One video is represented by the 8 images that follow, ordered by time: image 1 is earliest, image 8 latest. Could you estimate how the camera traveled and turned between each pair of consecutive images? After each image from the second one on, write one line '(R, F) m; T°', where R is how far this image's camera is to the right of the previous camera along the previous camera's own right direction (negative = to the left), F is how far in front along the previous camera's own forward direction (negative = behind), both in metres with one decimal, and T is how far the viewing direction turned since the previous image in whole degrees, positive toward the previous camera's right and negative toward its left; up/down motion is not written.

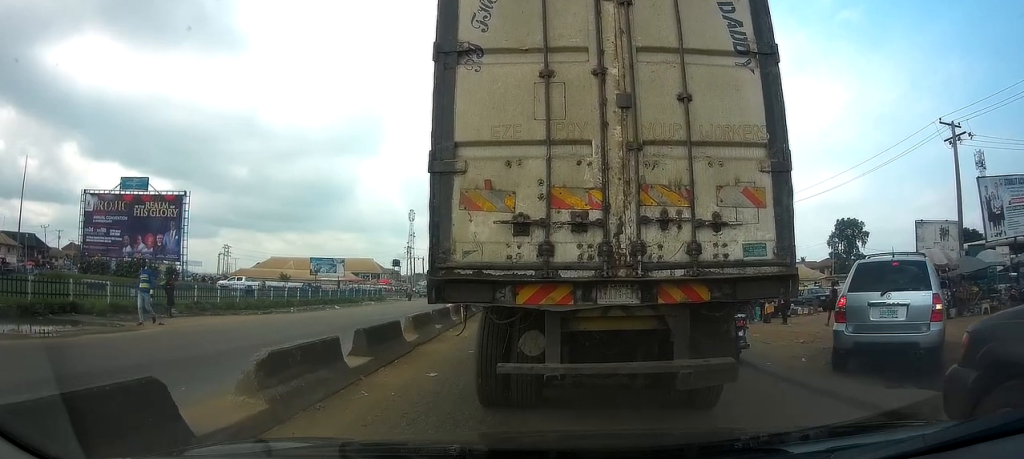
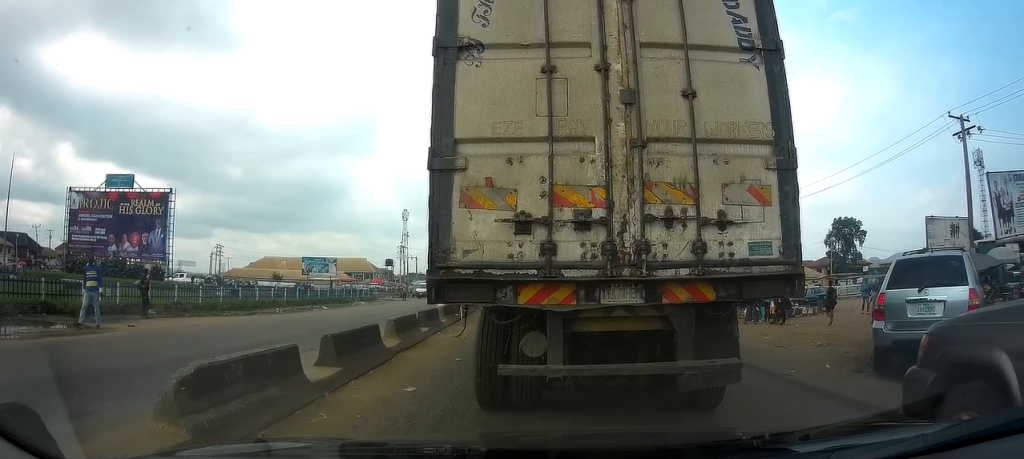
(0.0, +1.2) m; 0°
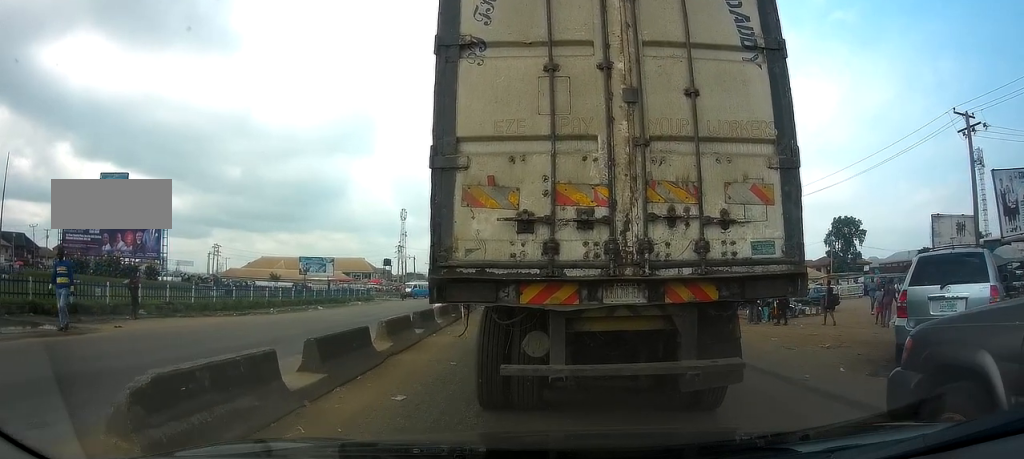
(0.0, +0.6) m; 0°
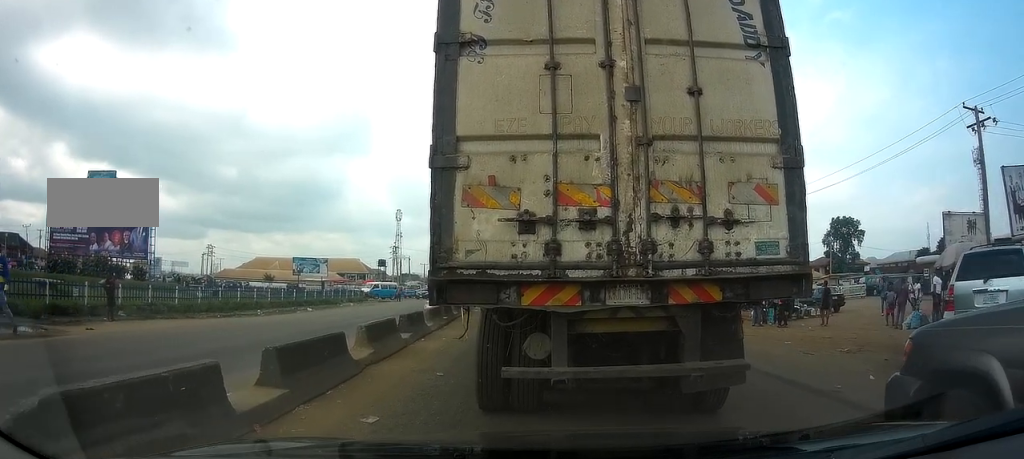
(+0.1, +1.1) m; 0°
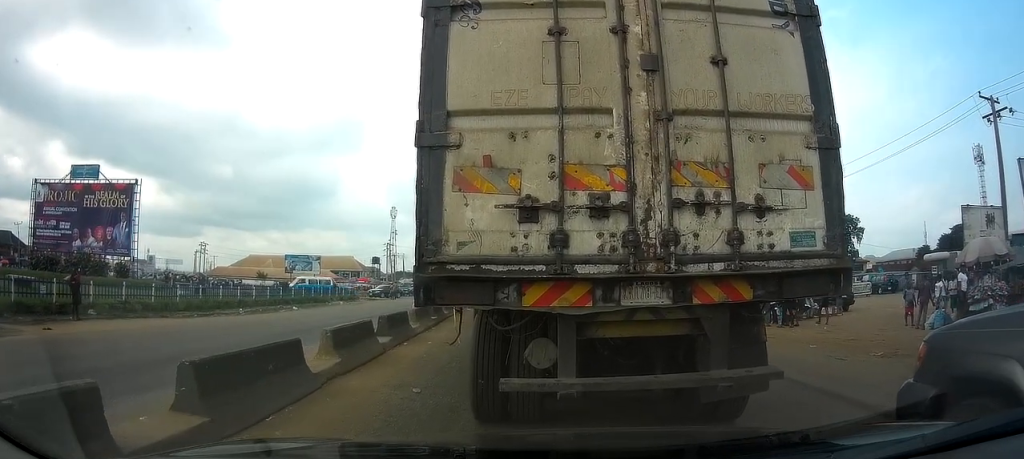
(+0.1, +1.4) m; 0°
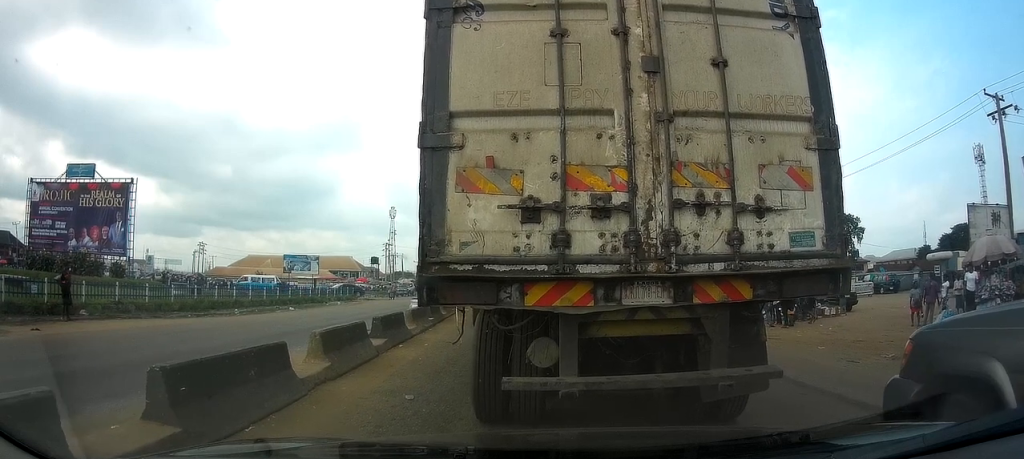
(+0.1, +0.6) m; 0°
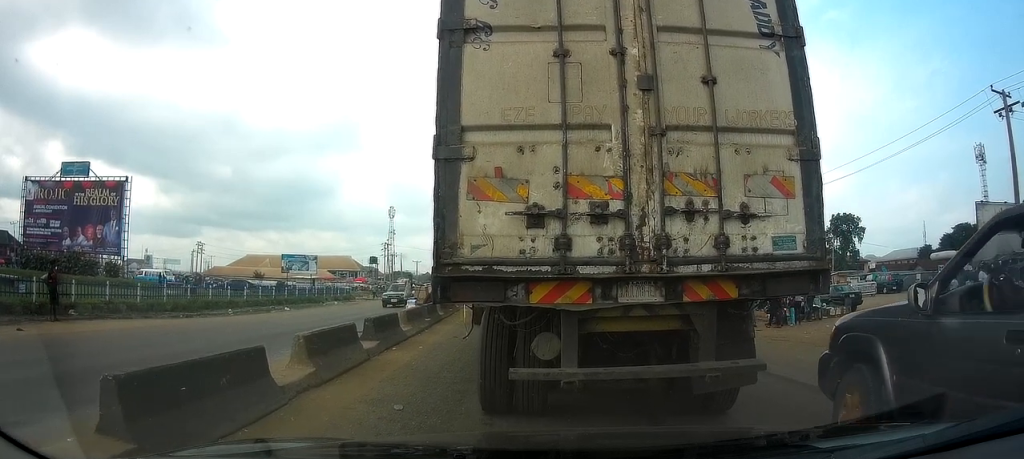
(+0.2, +0.7) m; 0°
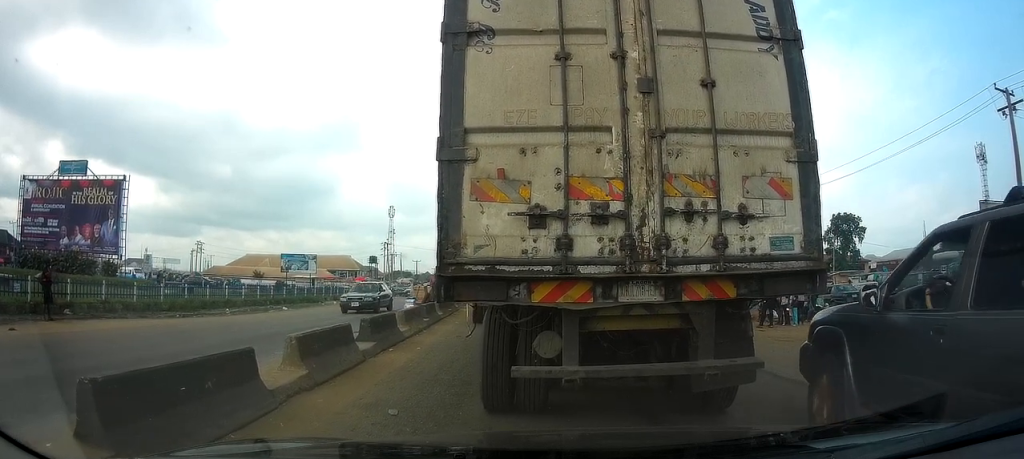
(0.0, +0.3) m; 0°
